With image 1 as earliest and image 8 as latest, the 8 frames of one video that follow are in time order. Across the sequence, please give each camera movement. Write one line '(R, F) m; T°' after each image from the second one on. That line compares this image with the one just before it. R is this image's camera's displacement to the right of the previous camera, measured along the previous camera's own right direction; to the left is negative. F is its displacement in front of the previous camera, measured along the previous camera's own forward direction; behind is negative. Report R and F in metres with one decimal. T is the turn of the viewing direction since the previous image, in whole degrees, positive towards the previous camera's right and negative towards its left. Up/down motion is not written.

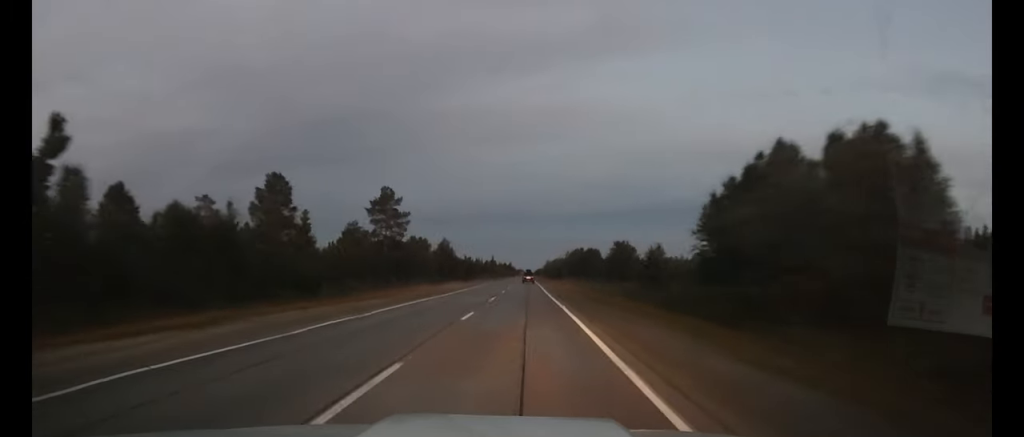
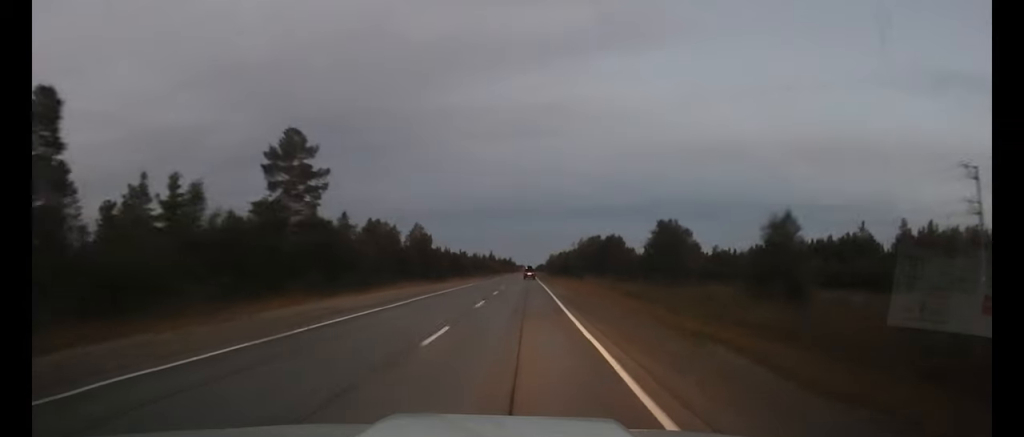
(0.0, +30.3) m; 0°
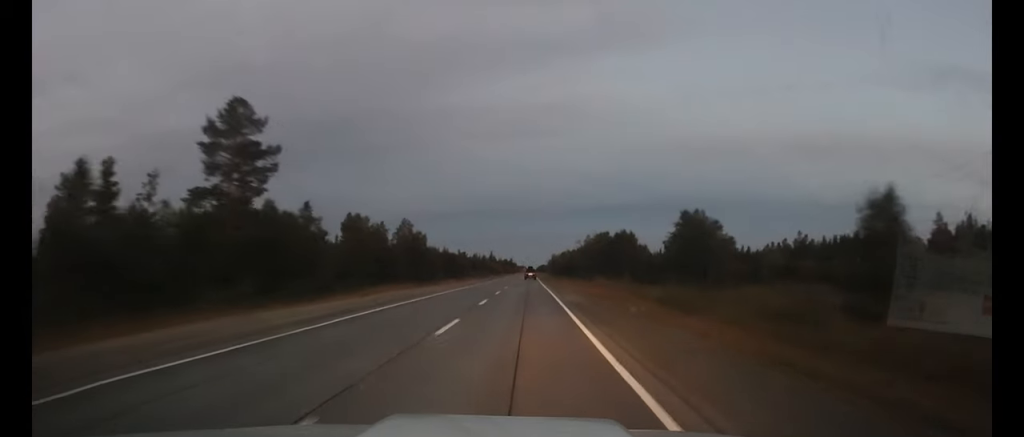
(0.0, +9.4) m; 0°
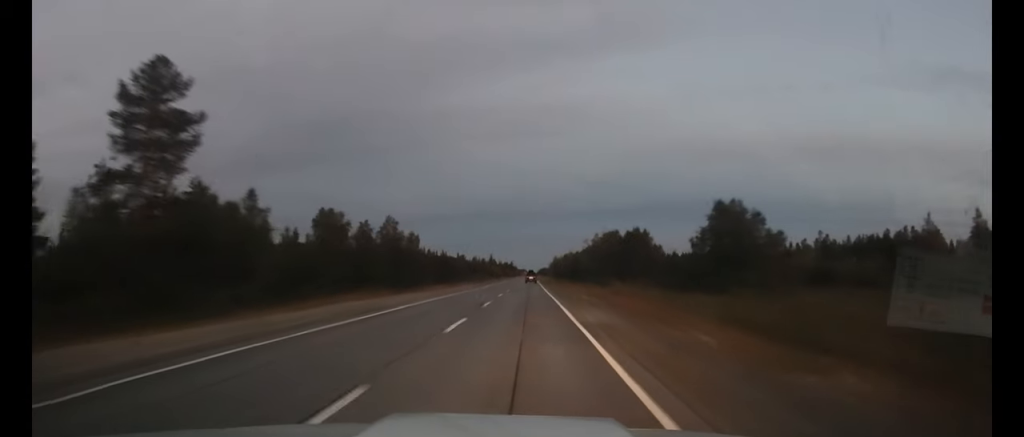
(0.0, +9.5) m; 0°
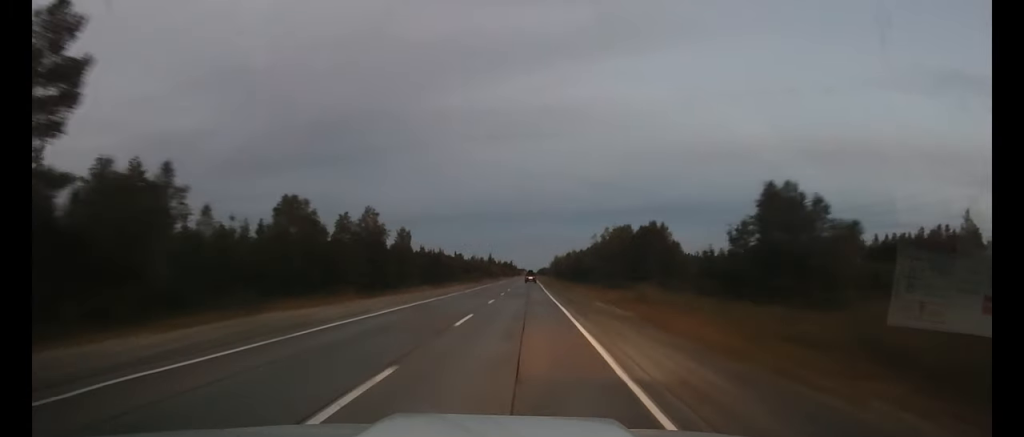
(0.0, +9.5) m; 0°
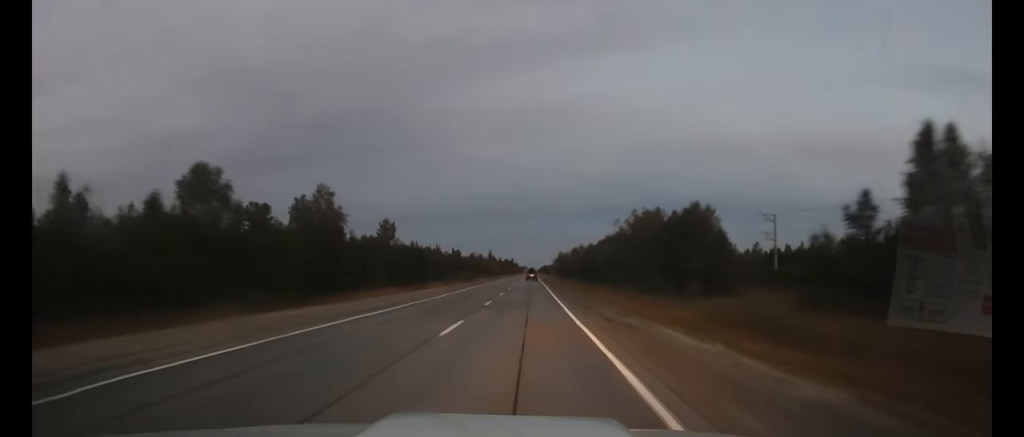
(0.0, +15.4) m; 0°
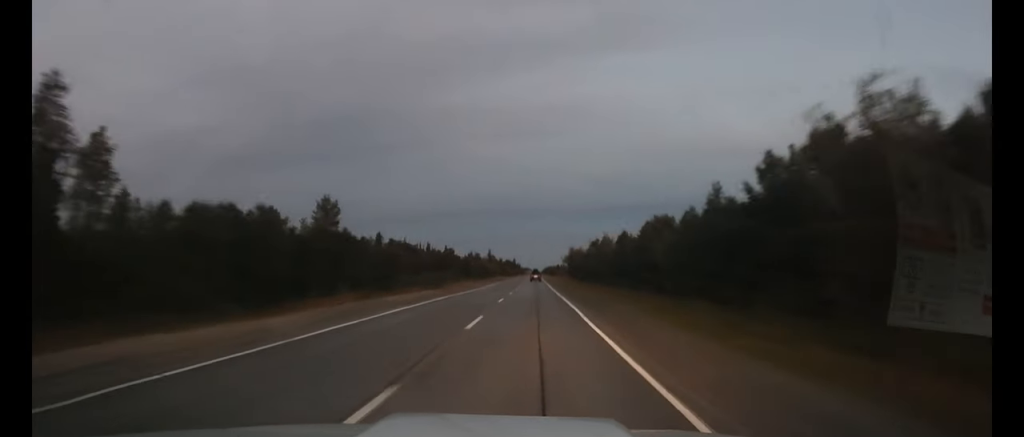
(-0.1, +33.8) m; 0°
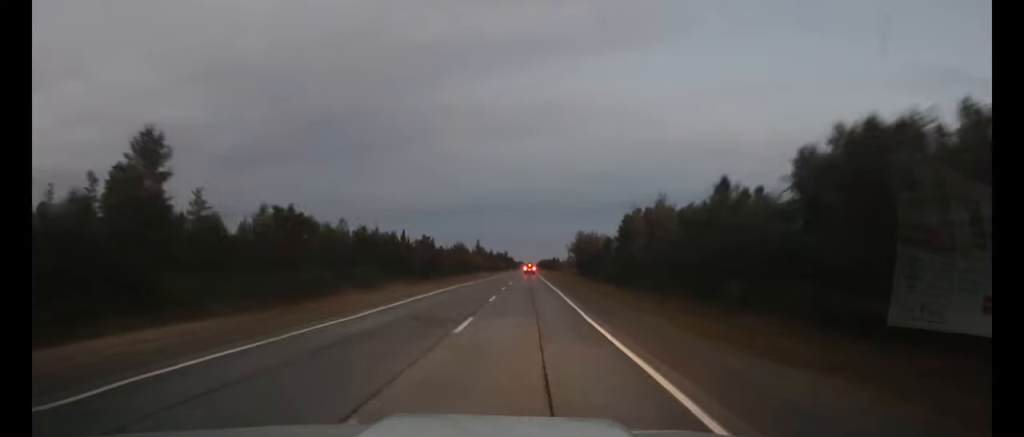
(+0.1, +38.1) m; 0°
